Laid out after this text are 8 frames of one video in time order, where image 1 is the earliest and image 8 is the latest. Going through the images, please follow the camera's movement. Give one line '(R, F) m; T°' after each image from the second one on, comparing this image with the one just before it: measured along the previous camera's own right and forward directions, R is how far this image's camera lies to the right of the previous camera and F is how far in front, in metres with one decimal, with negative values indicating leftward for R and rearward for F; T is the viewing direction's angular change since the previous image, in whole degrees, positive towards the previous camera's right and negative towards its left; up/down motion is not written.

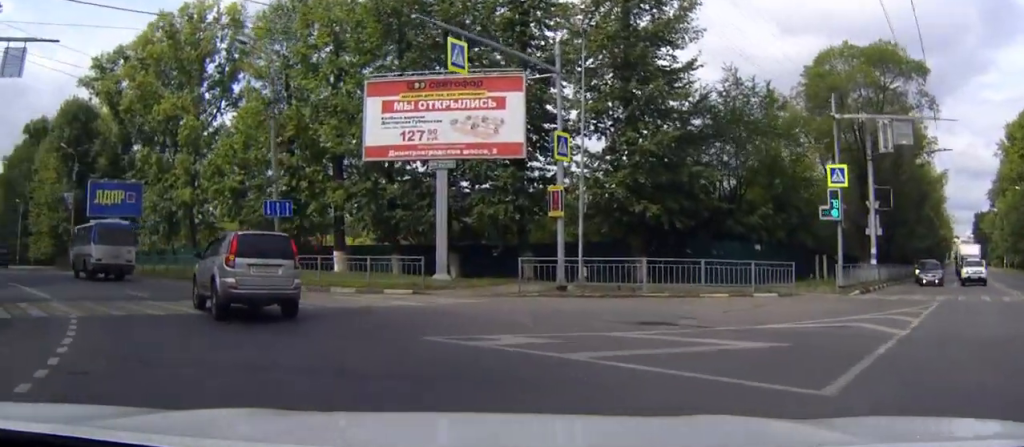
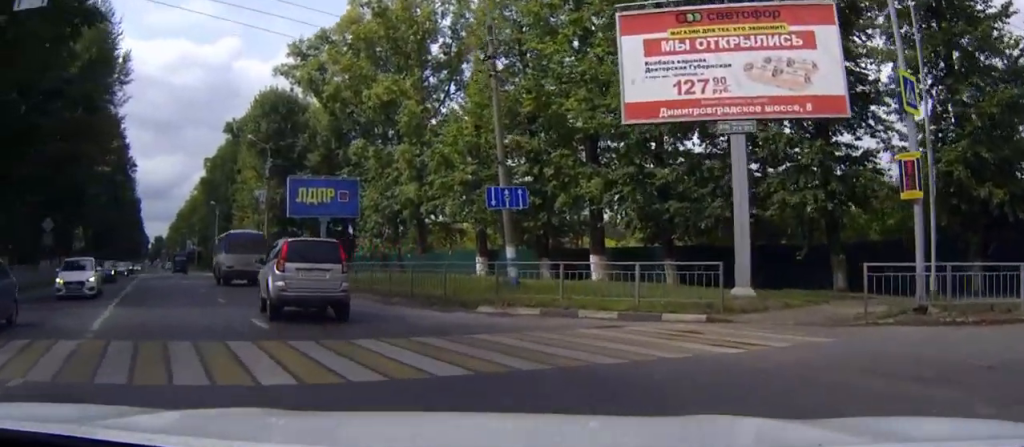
(-1.5, +8.4) m; -17°
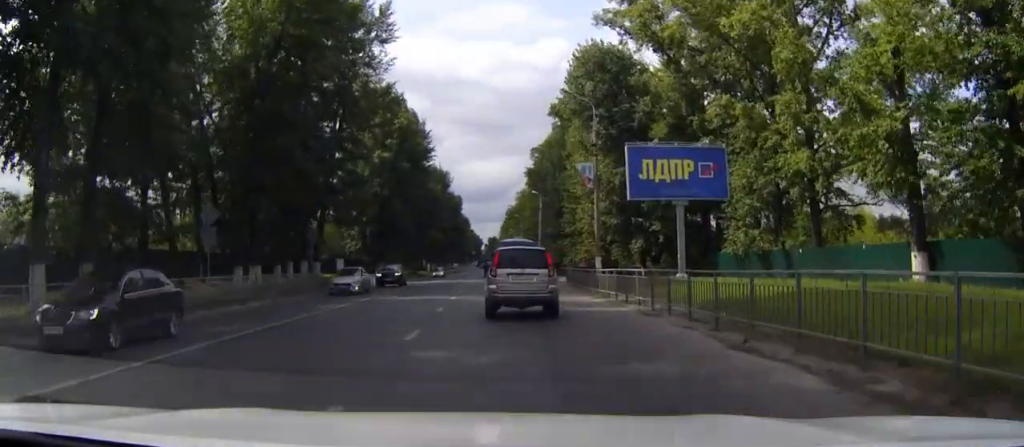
(-3.6, +16.2) m; -21°
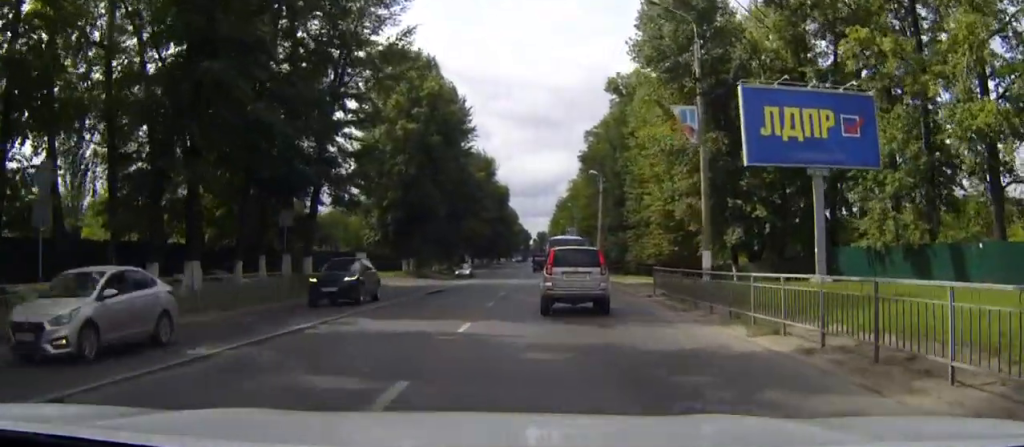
(-1.0, +13.7) m; -6°
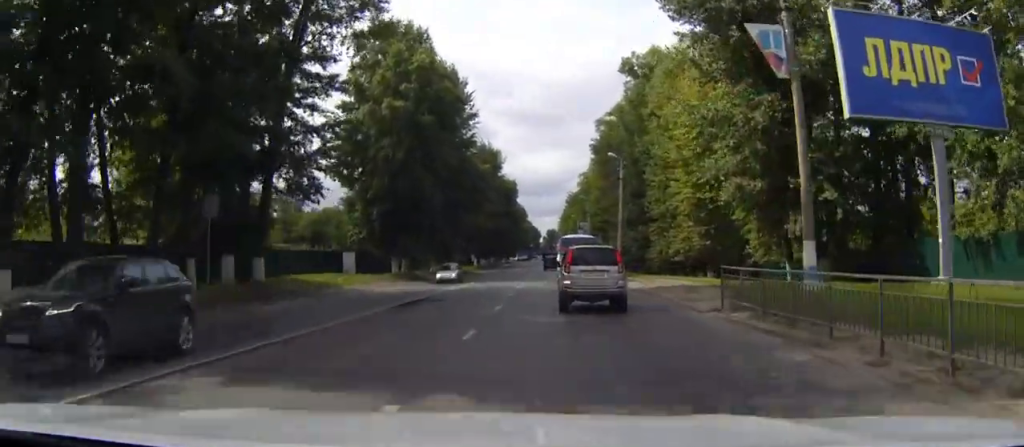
(-0.2, +9.0) m; -1°
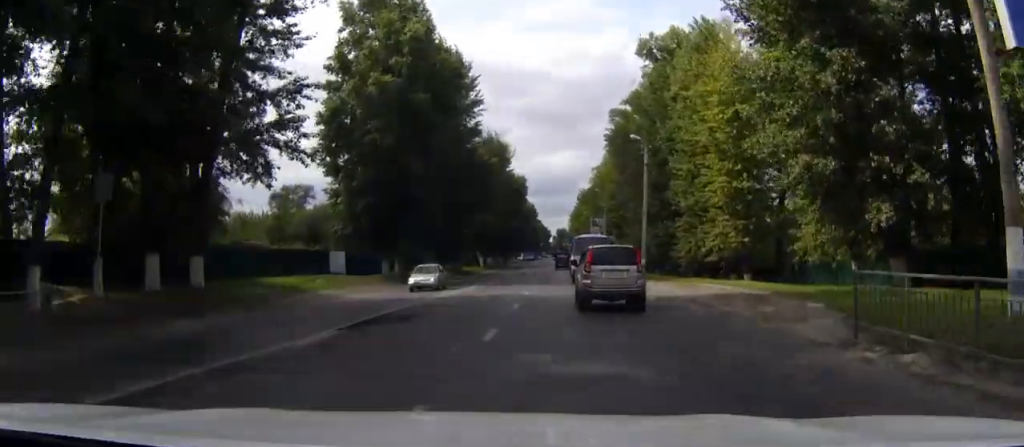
(-0.1, +7.4) m; 0°
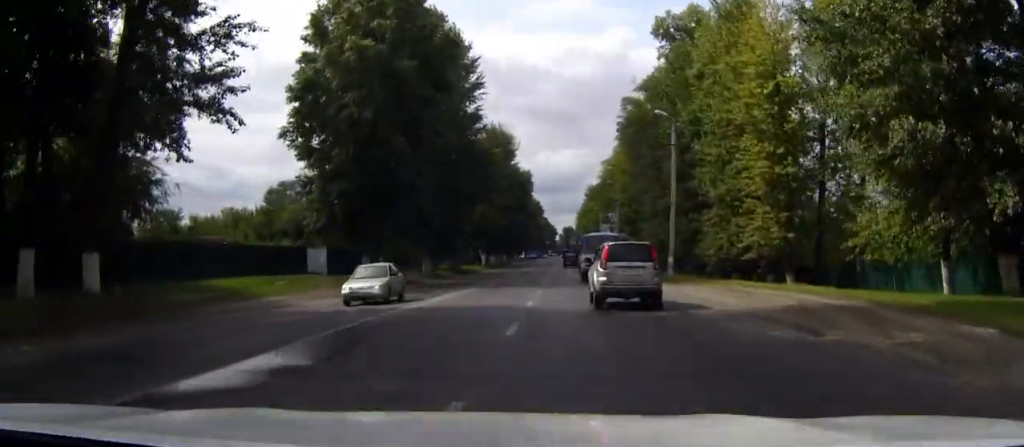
(+0.2, +7.5) m; 0°
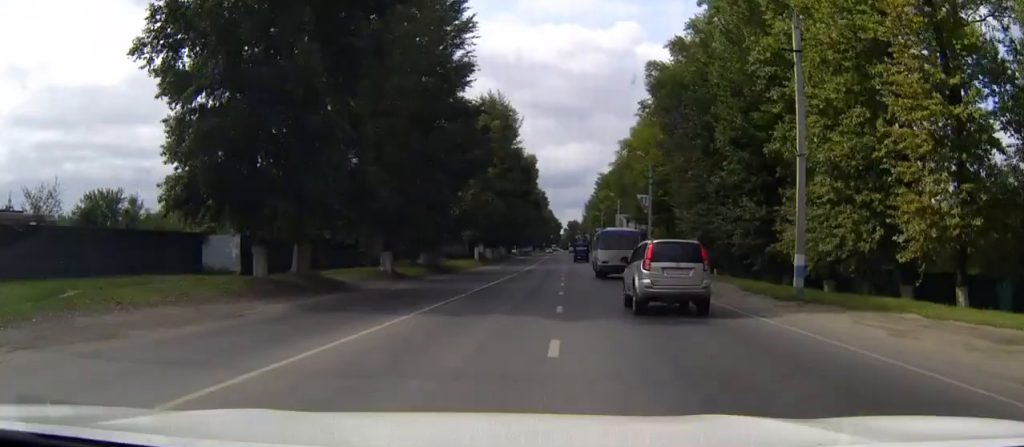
(-0.3, +18.0) m; -2°
